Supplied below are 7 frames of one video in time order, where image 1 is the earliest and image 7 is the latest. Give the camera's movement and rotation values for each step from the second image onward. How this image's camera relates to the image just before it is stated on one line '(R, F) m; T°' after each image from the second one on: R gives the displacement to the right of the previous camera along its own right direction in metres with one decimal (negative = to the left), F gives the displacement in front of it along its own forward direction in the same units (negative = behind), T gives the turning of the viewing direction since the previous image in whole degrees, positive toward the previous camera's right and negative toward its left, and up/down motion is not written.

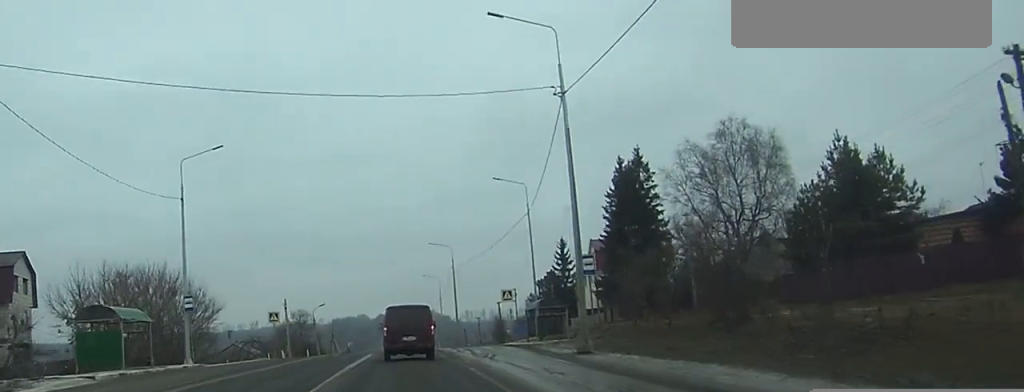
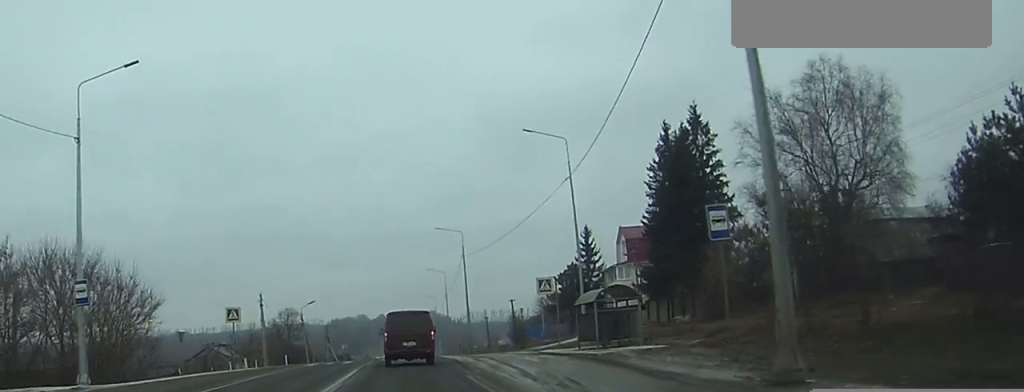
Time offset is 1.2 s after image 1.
(0.0, +16.9) m; 0°
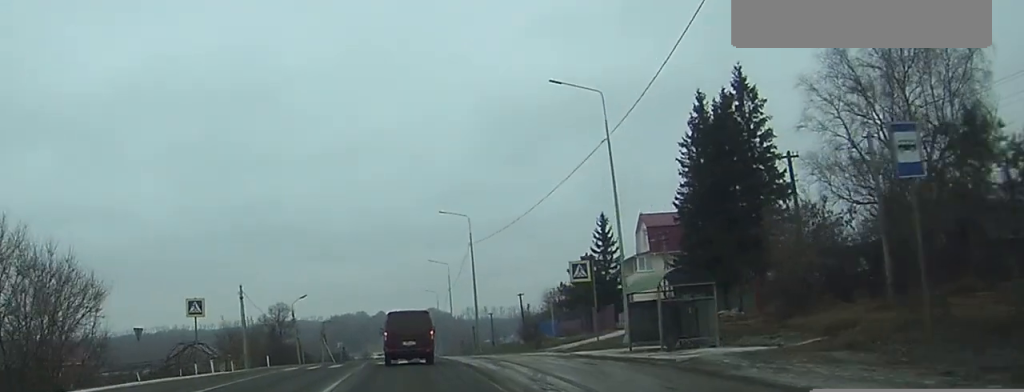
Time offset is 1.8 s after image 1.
(0.0, +9.5) m; 0°
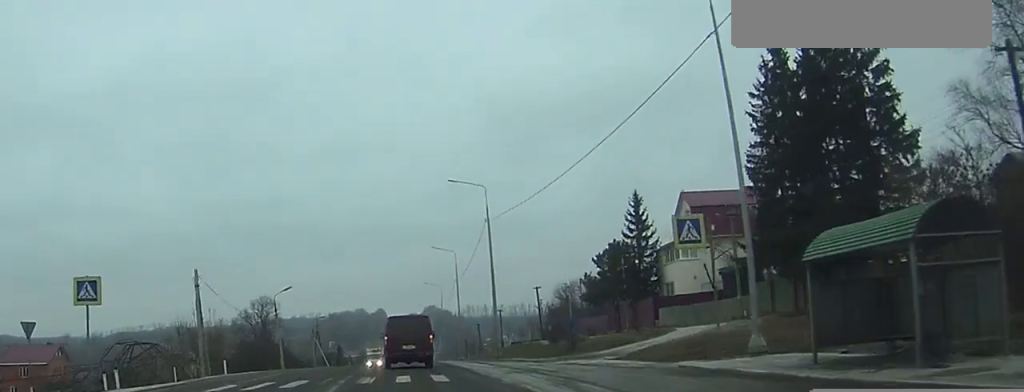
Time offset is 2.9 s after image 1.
(0.0, +14.7) m; 0°
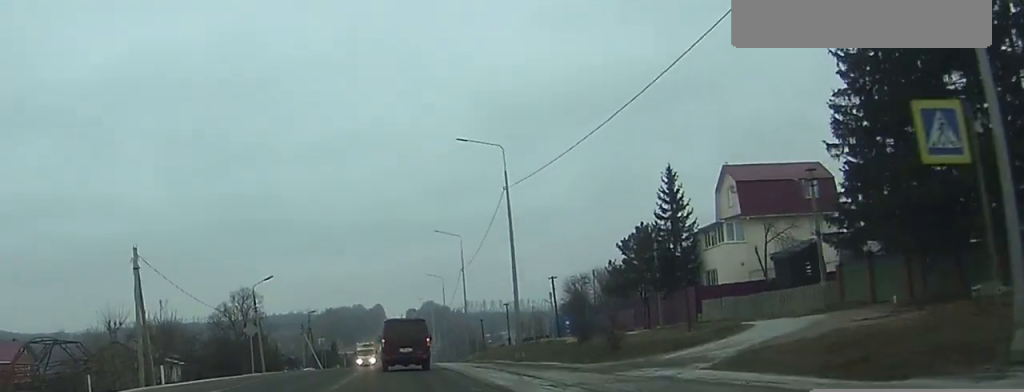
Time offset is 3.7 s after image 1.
(0.0, +11.8) m; 0°
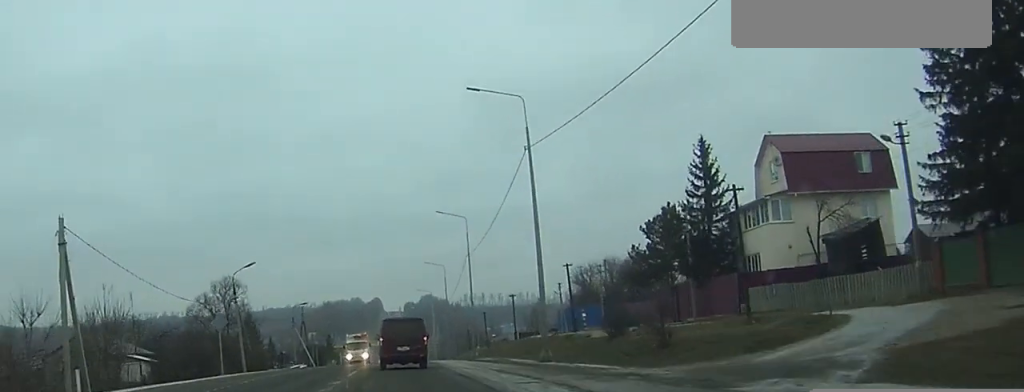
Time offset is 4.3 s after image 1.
(0.0, +9.1) m; 0°
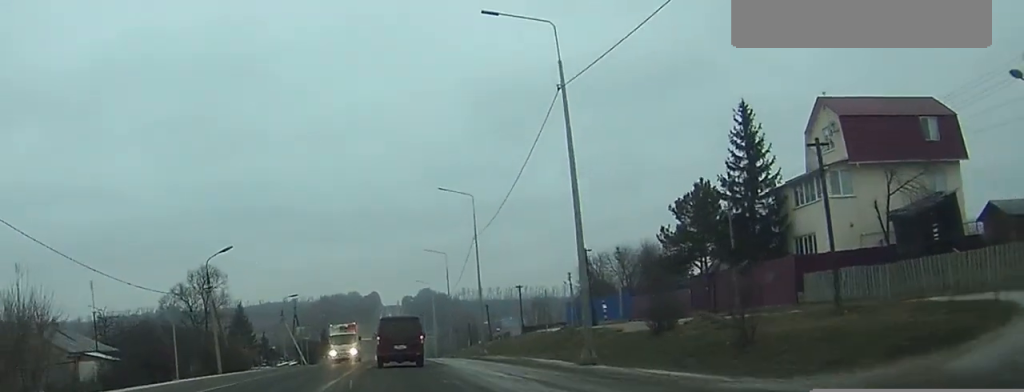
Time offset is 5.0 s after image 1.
(0.0, +9.1) m; 0°
